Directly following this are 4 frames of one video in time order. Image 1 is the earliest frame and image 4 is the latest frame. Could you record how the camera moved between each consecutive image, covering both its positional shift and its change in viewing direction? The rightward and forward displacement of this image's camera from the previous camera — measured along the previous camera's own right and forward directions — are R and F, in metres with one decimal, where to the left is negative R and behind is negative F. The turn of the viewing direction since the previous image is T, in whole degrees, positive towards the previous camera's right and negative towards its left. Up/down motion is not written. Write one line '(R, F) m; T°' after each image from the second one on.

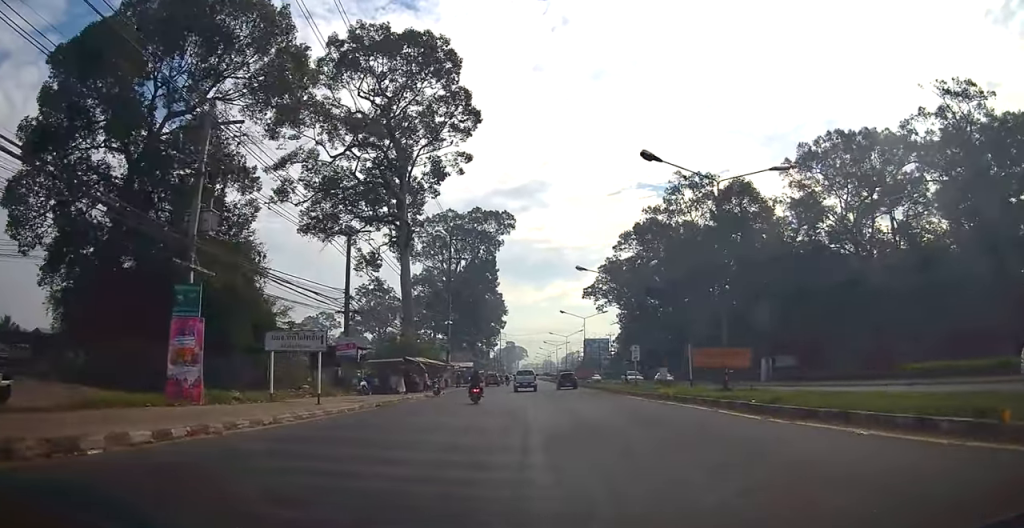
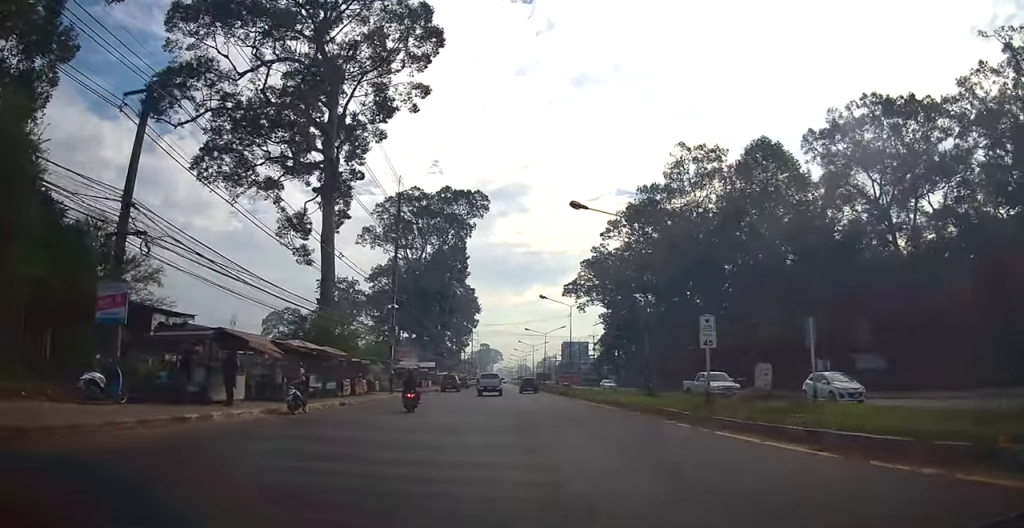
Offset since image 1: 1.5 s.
(+0.3, +17.4) m; +1°
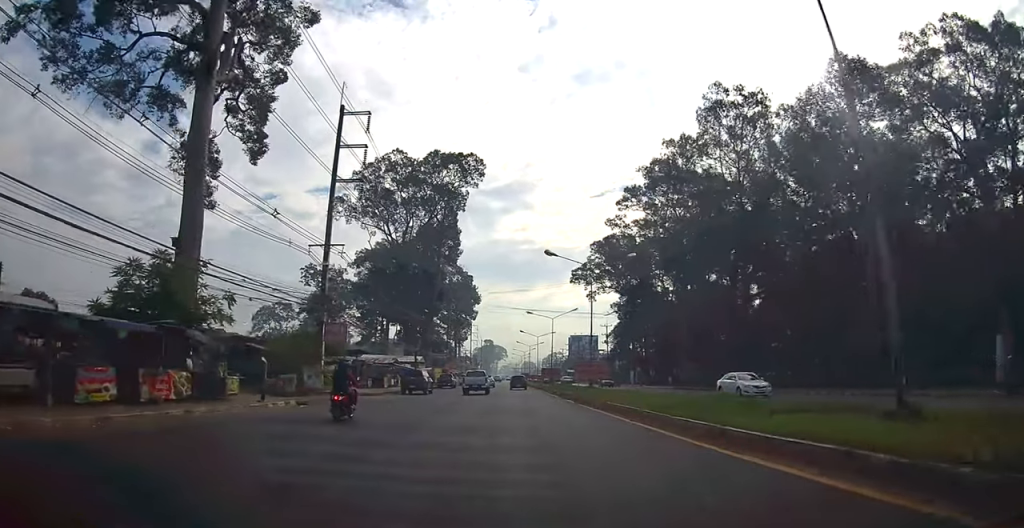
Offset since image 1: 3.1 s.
(-0.1, +18.8) m; -2°
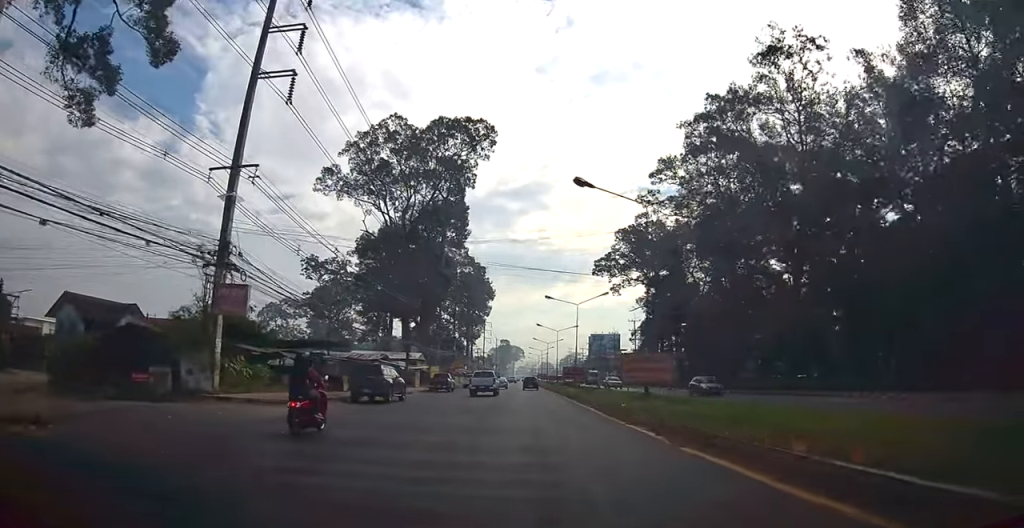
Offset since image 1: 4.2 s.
(-0.4, +14.4) m; -2°
